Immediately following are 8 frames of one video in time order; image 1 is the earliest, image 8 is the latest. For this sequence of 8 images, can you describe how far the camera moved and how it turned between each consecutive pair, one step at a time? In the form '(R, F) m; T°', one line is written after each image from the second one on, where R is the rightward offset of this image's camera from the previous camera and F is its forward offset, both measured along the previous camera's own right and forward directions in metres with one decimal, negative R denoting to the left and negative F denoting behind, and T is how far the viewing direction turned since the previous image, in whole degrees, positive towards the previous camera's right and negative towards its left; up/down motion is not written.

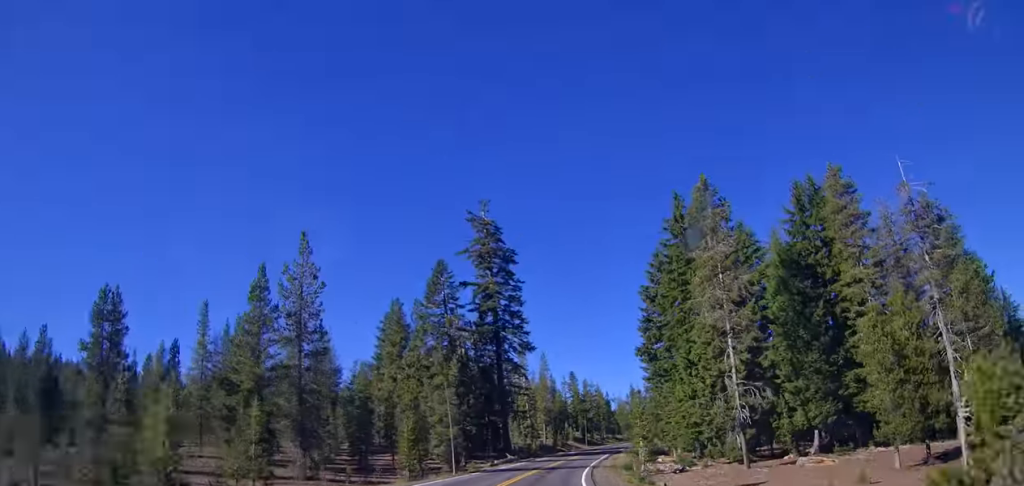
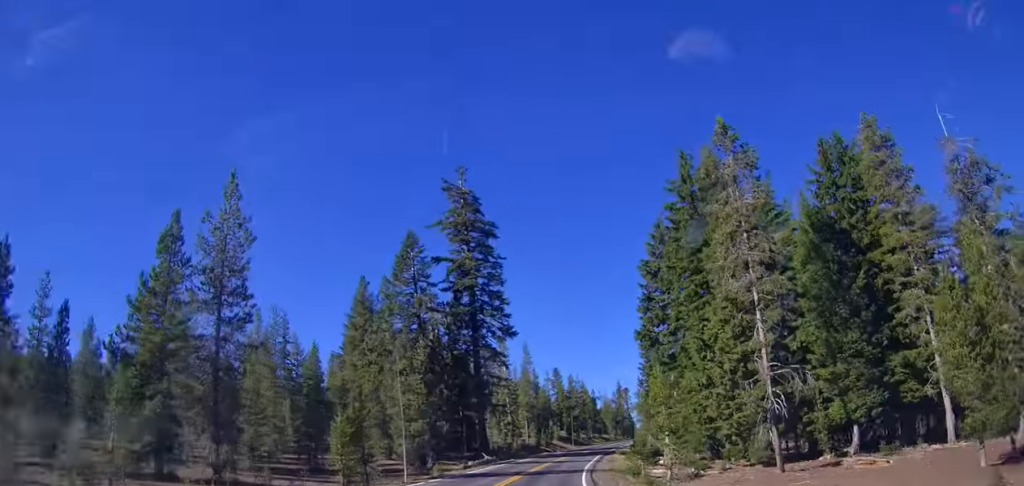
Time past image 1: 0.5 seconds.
(0.0, +9.3) m; 0°
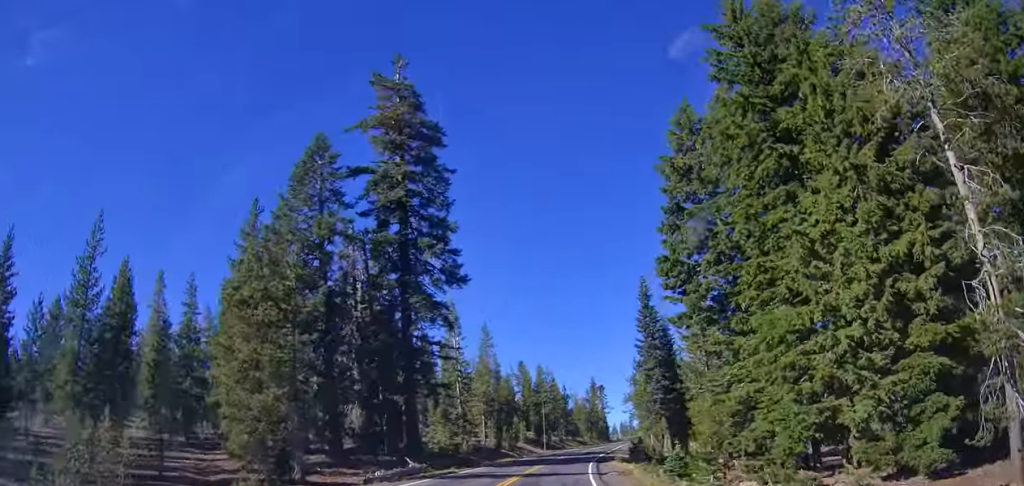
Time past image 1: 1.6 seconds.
(0.0, +22.0) m; +4°
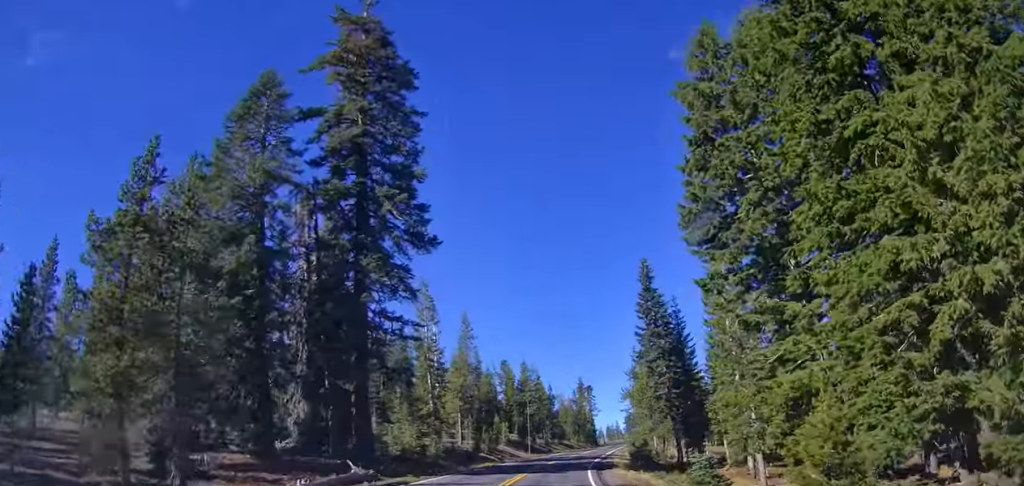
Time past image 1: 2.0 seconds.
(+0.3, +8.6) m; +2°
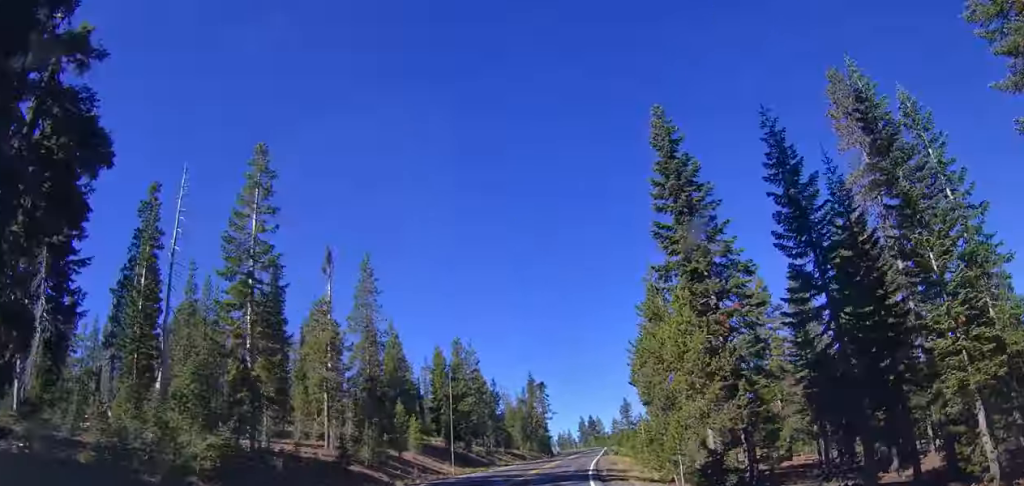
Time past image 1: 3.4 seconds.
(+1.6, +27.3) m; +6°
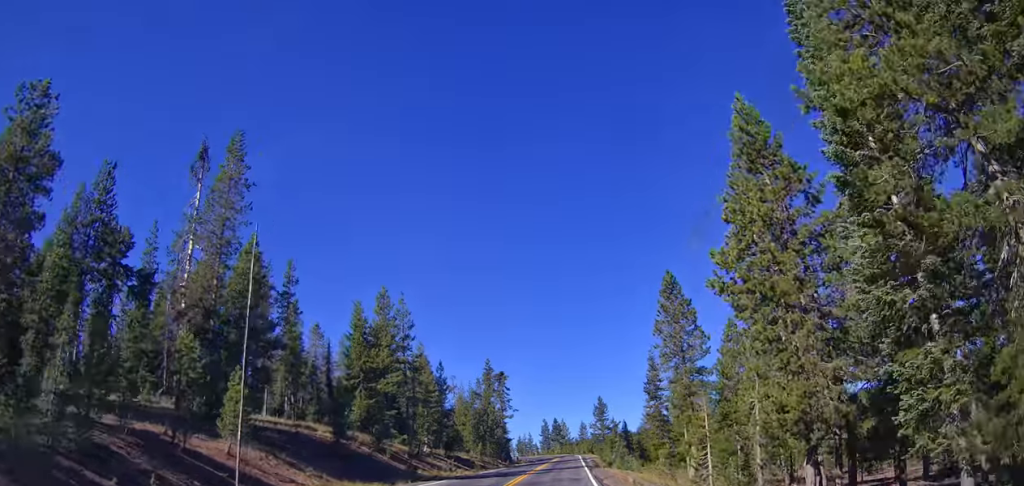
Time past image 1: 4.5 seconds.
(+1.3, +21.7) m; +7°
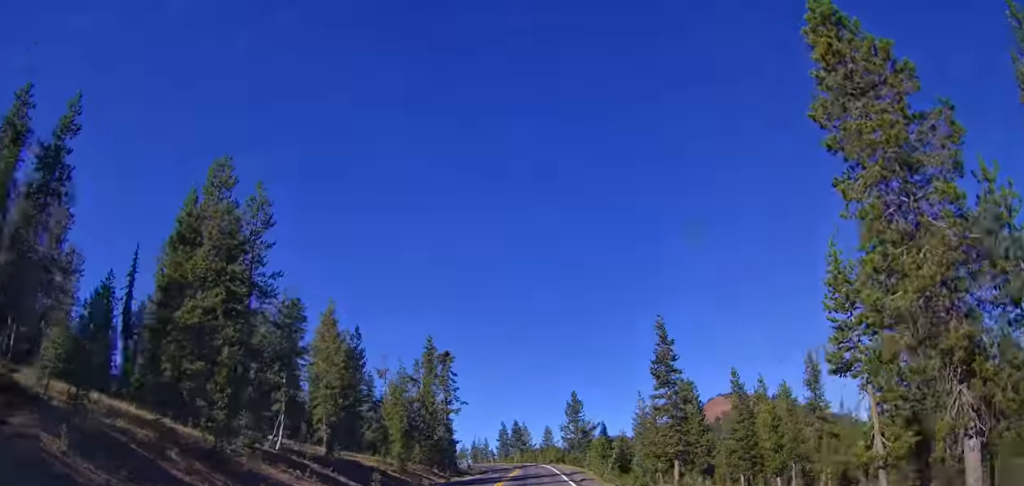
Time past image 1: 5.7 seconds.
(+1.5, +24.5) m; +5°
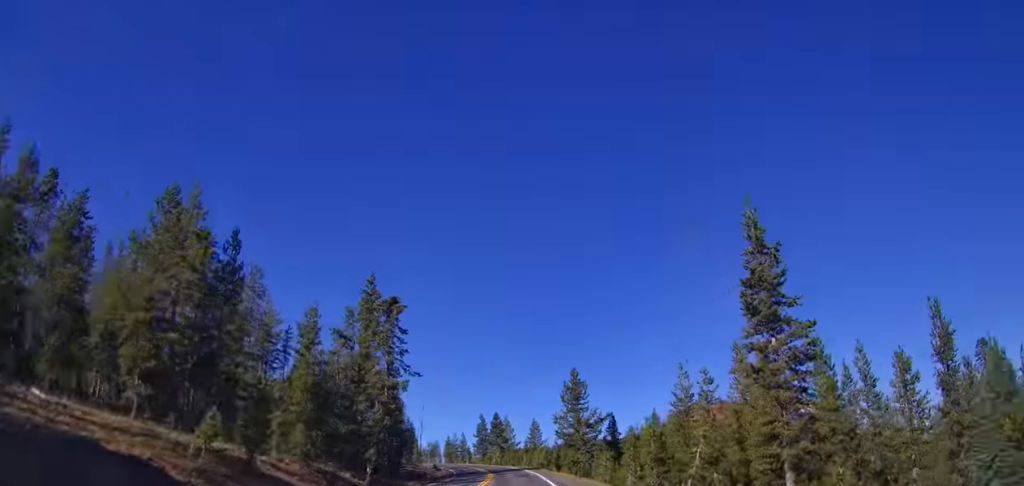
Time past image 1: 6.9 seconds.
(0.0, +24.7) m; 0°
